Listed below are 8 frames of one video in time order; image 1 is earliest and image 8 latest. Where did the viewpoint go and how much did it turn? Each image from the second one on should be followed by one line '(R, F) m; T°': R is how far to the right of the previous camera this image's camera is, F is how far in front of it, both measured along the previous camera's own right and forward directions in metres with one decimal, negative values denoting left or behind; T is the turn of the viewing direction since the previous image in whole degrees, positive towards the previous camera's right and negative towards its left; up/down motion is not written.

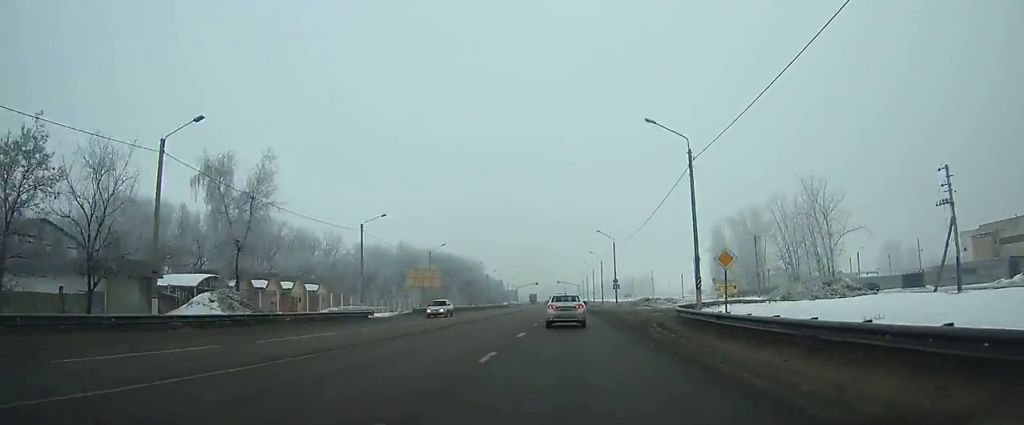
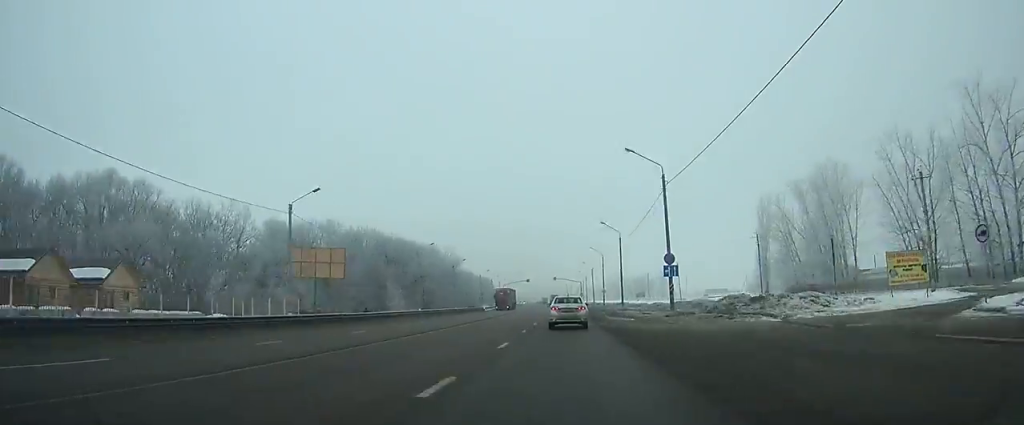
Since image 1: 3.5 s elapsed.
(-0.1, +44.4) m; 0°
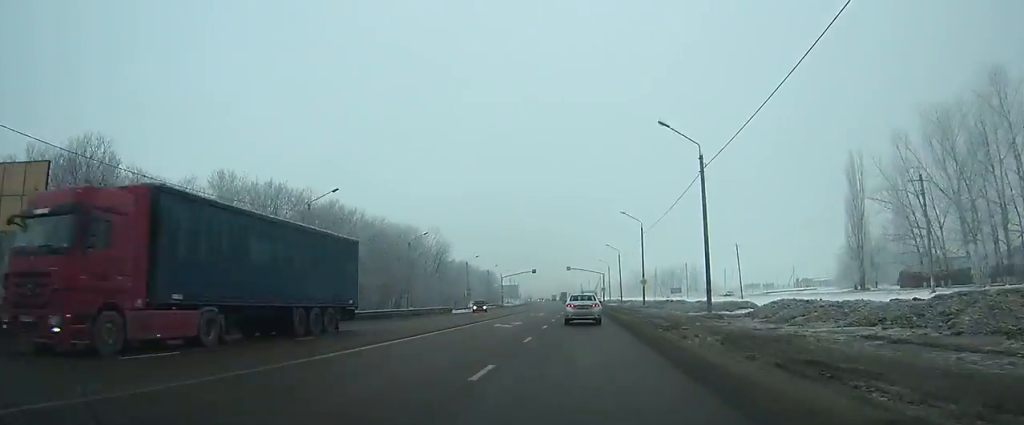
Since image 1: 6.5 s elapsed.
(0.0, +38.9) m; 0°
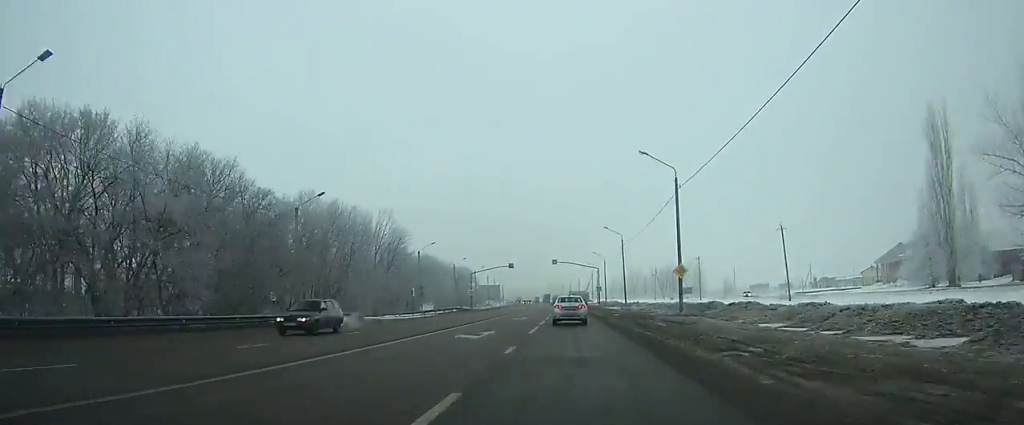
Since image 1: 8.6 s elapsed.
(+0.1, +27.6) m; 0°
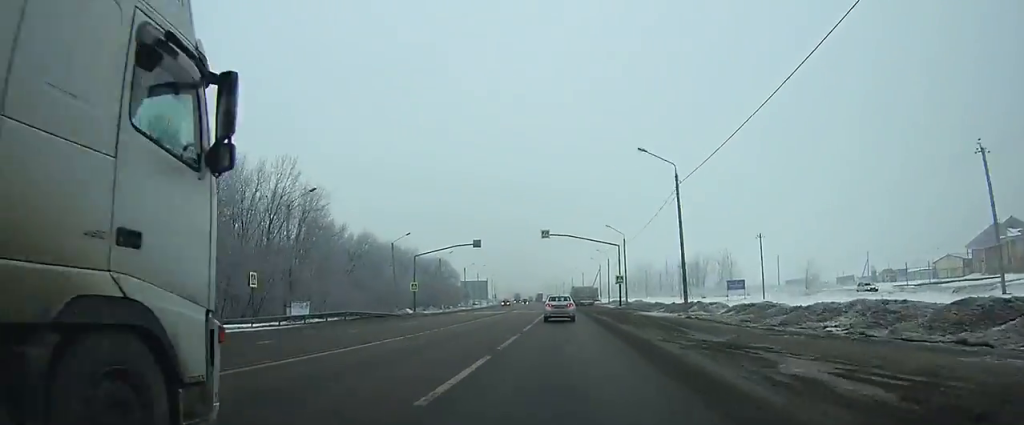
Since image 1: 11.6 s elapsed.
(-0.2, +40.3) m; -1°
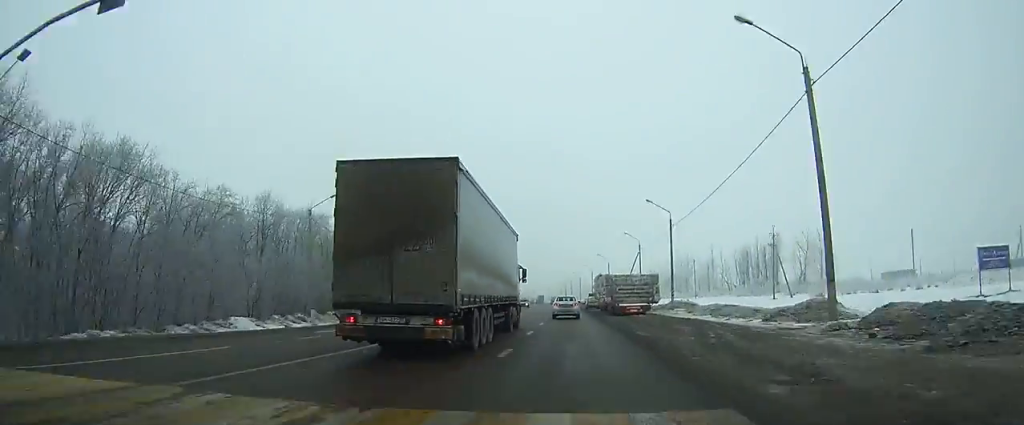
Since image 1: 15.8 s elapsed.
(-0.7, +58.6) m; -1°
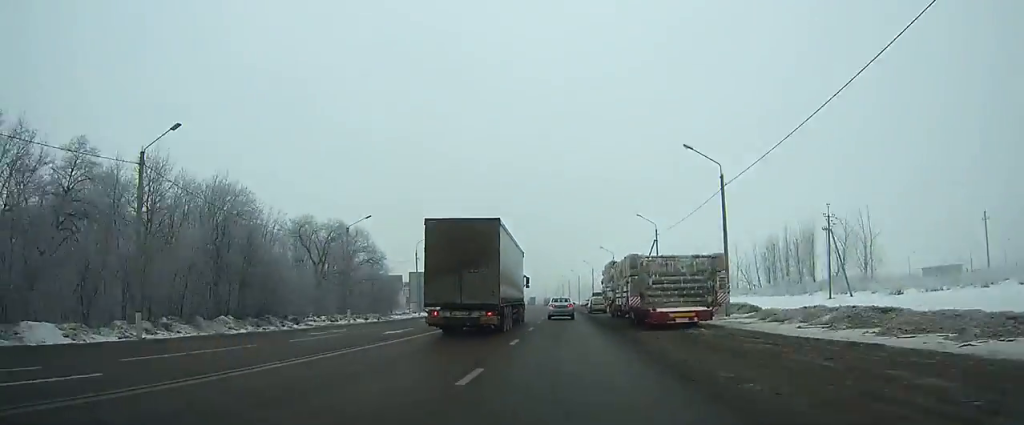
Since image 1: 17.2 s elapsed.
(0.0, +20.0) m; 0°
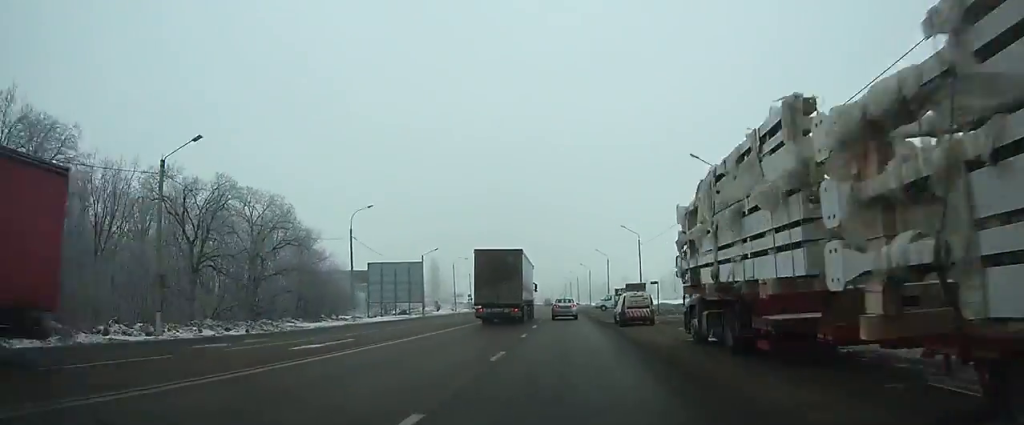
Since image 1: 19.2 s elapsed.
(-0.1, +29.3) m; -1°
